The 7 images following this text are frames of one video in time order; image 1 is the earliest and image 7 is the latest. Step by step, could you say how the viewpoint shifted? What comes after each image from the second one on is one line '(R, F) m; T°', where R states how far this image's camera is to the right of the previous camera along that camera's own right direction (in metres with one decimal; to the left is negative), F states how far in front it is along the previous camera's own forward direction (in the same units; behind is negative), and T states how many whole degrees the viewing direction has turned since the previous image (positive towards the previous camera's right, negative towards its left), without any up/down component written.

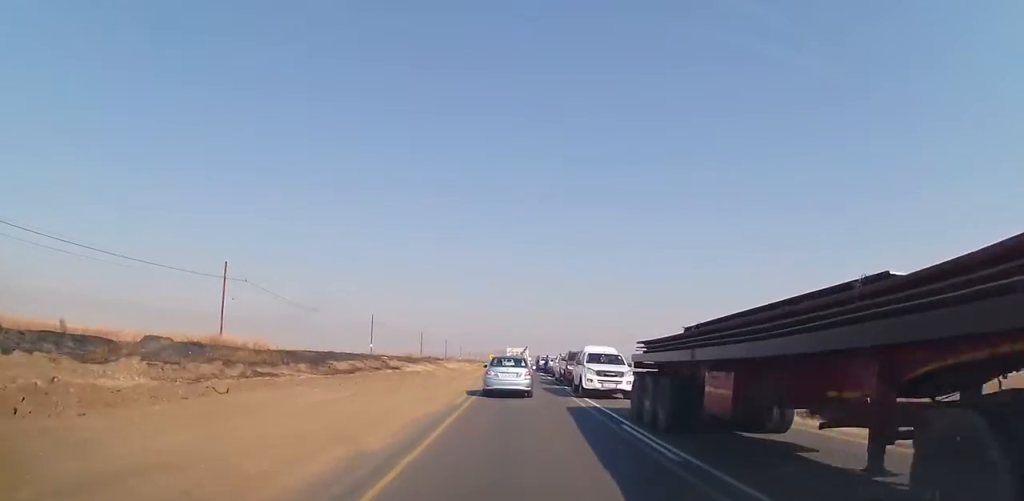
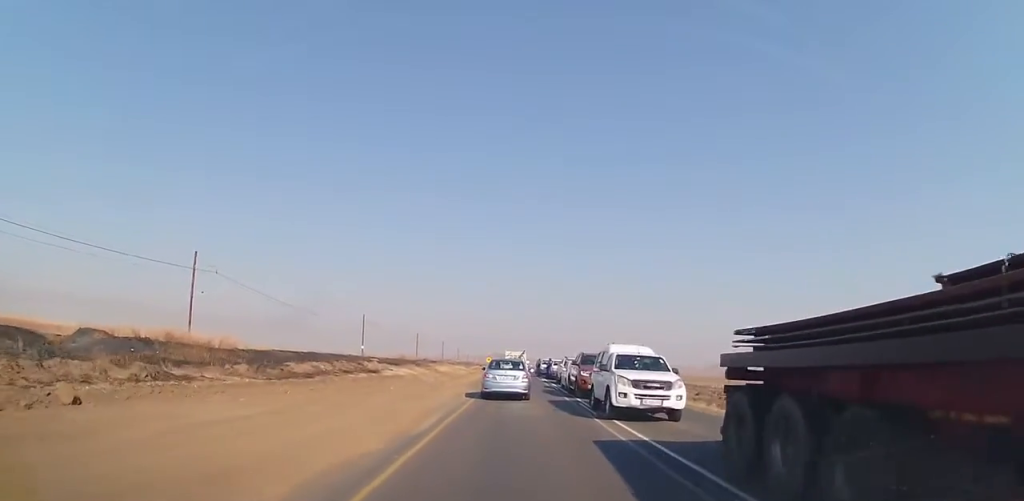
(0.0, +6.3) m; -2°
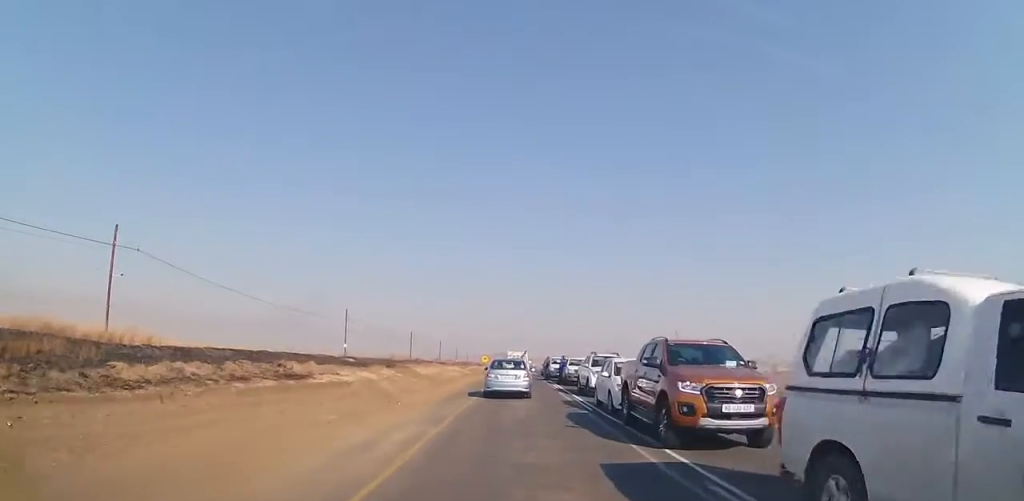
(-0.4, +13.0) m; 0°
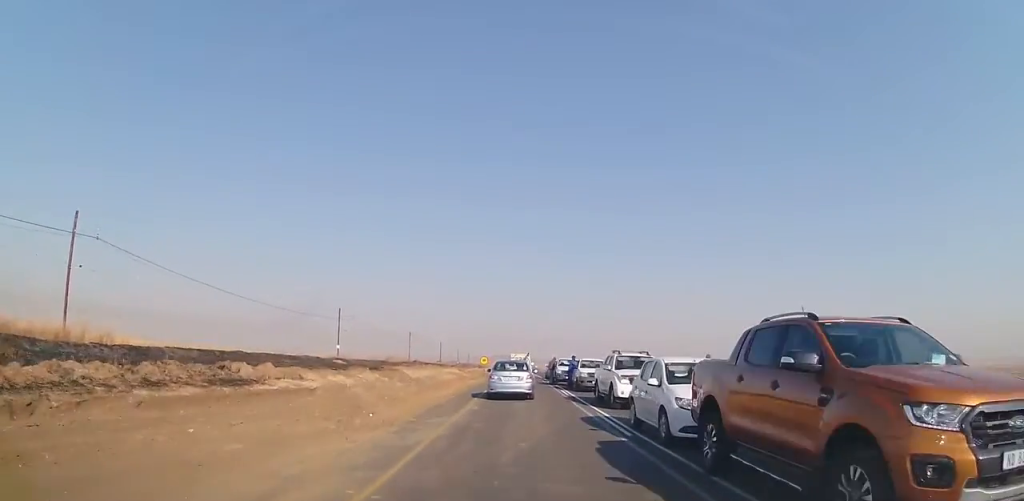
(+0.2, +5.3) m; +2°
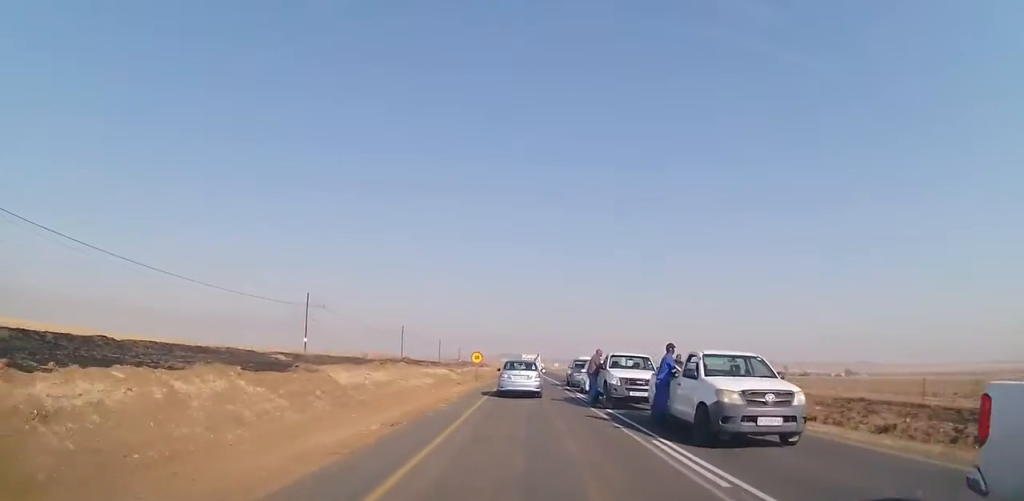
(+0.5, +18.5) m; -1°
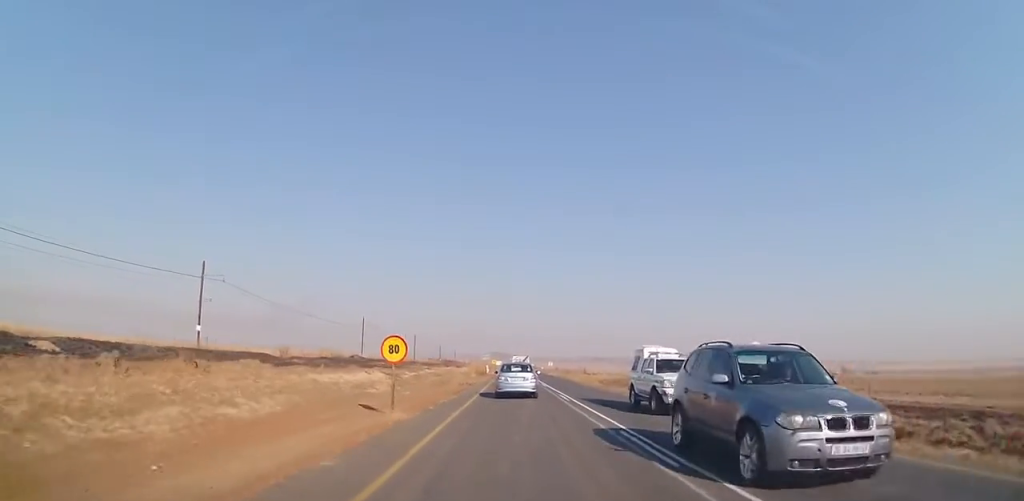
(-0.7, +26.5) m; -1°
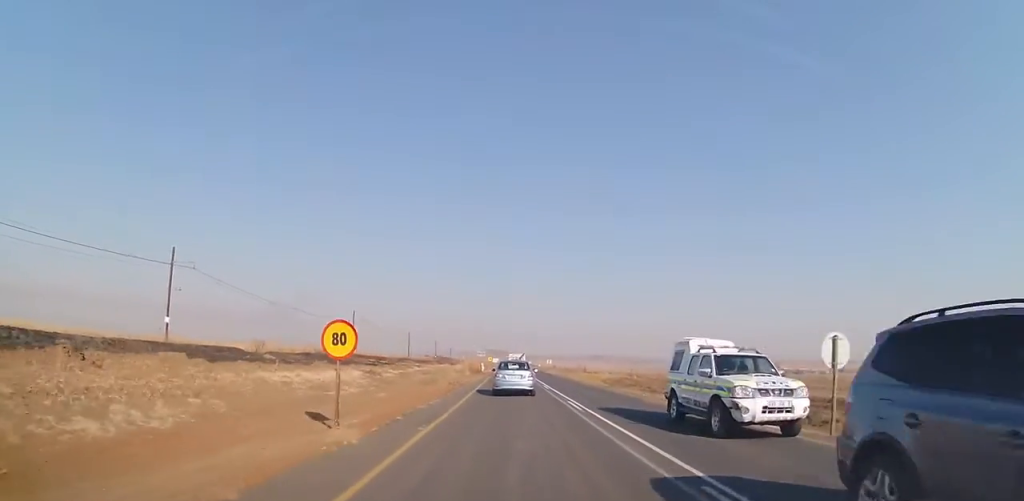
(0.0, +5.4) m; 0°
